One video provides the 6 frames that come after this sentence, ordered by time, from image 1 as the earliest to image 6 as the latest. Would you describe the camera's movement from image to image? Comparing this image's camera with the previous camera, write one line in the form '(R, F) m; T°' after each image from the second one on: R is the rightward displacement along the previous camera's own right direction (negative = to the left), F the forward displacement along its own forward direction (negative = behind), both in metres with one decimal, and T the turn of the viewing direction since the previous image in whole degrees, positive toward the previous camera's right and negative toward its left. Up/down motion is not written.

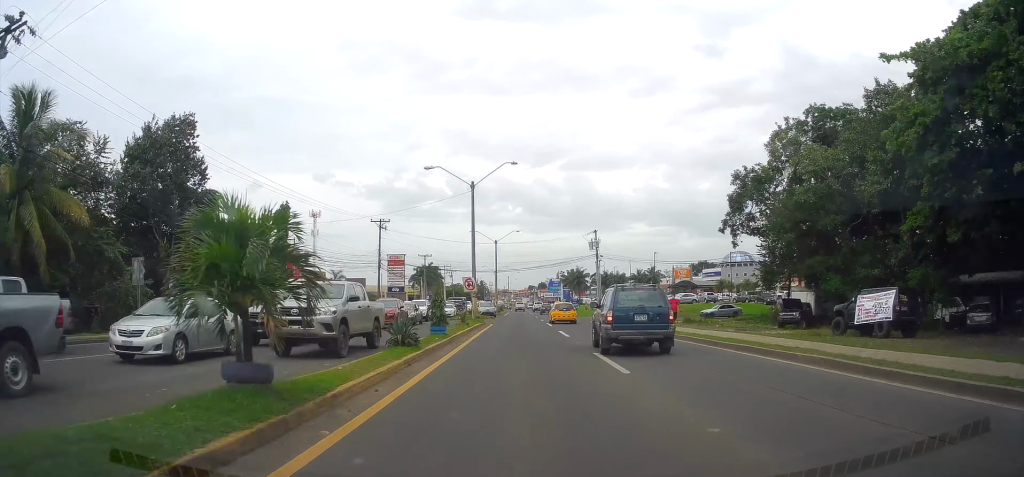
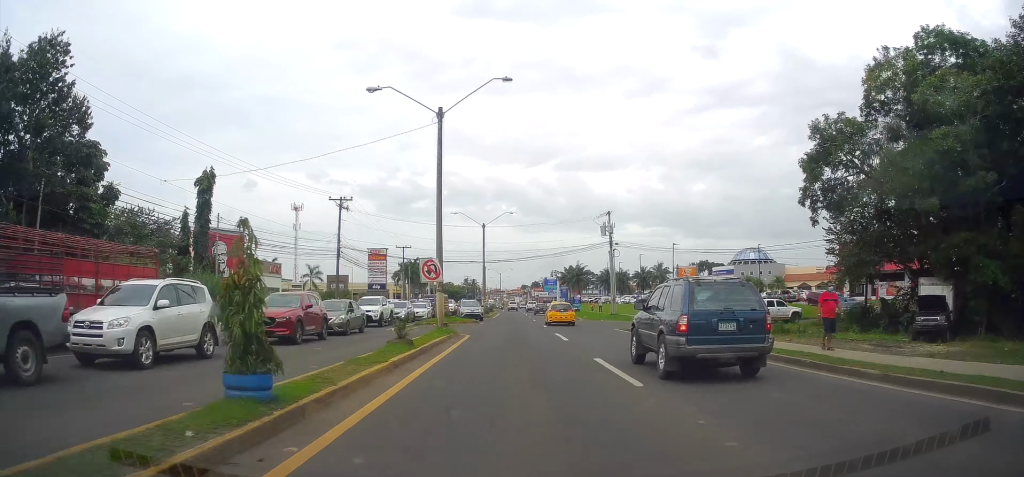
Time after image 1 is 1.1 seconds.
(+0.1, +15.3) m; 0°
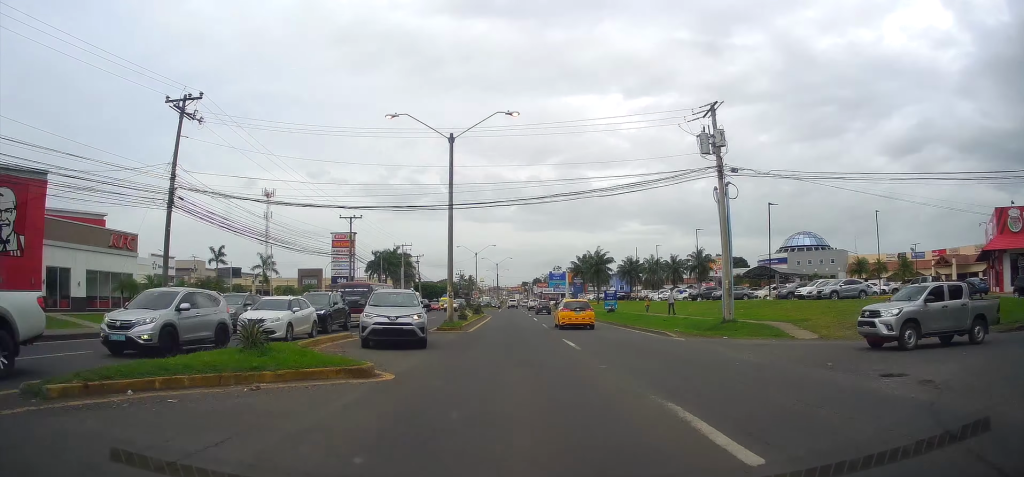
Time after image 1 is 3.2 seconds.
(0.0, +30.1) m; 0°
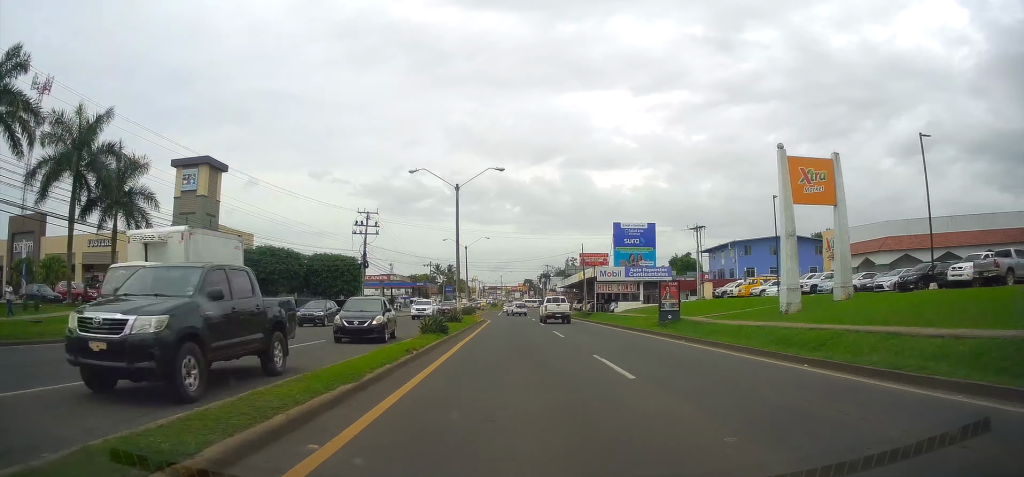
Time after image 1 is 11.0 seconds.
(+0.7, +122.0) m; +1°
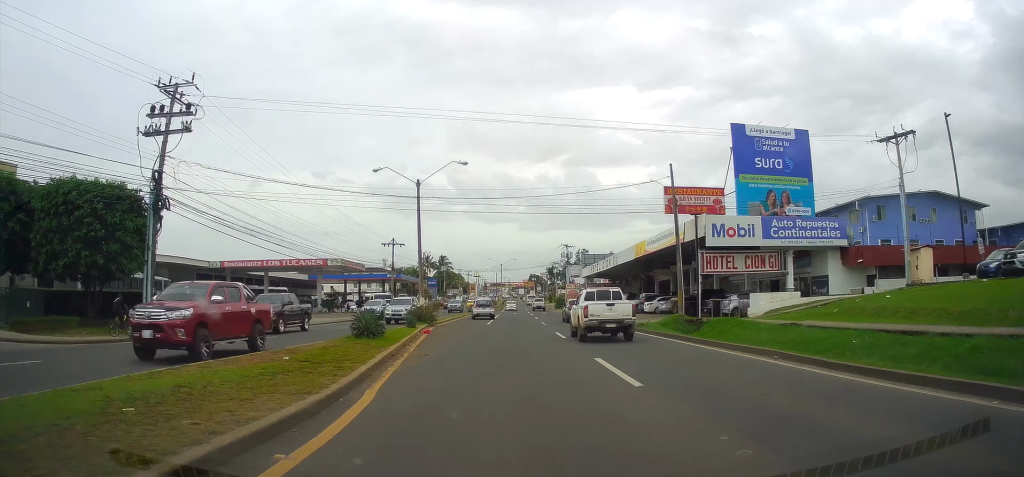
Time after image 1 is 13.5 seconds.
(0.0, +41.6) m; -1°
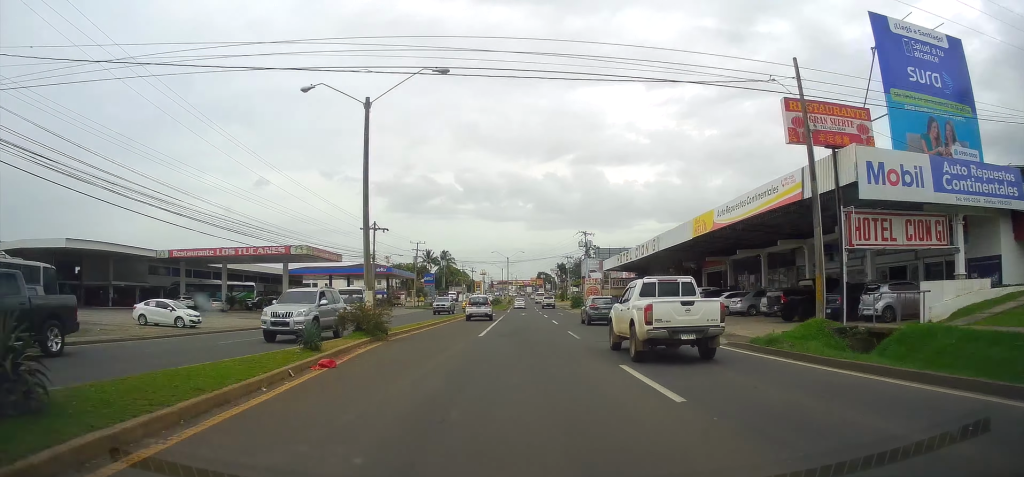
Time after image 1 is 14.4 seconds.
(-0.2, +15.4) m; 0°
